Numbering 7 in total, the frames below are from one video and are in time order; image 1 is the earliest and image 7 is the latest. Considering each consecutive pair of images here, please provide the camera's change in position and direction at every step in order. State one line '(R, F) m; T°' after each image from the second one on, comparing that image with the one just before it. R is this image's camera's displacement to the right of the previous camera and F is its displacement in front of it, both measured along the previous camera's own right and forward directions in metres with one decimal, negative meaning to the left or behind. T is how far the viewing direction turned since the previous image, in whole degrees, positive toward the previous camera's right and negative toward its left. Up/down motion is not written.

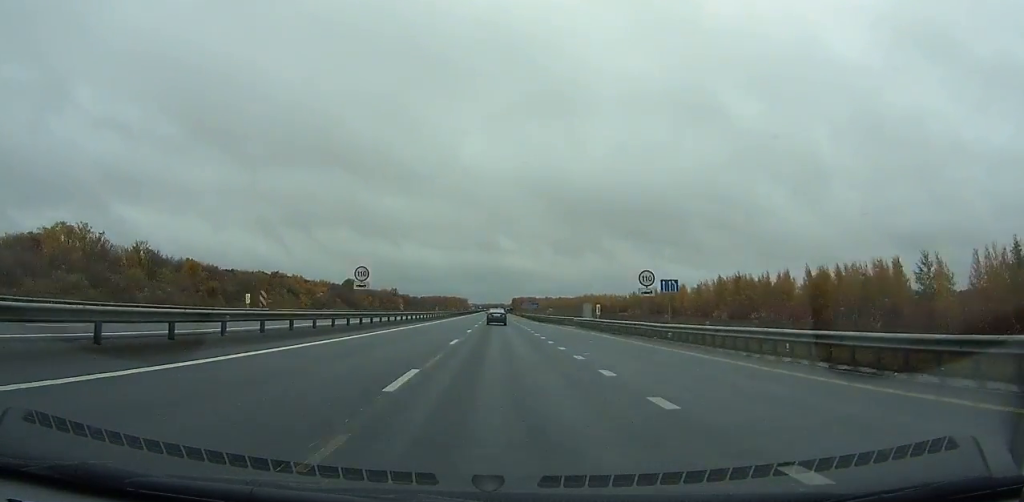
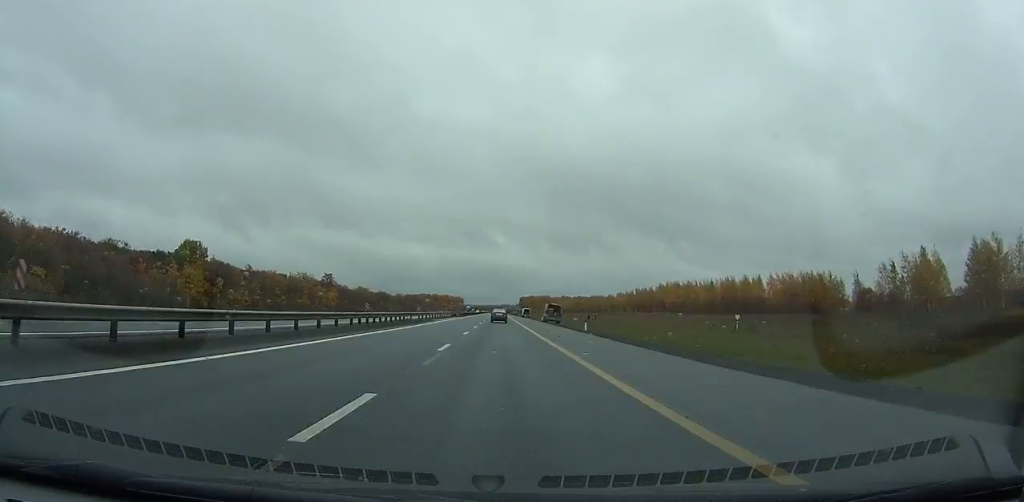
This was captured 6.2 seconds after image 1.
(-1.6, +188.6) m; 0°
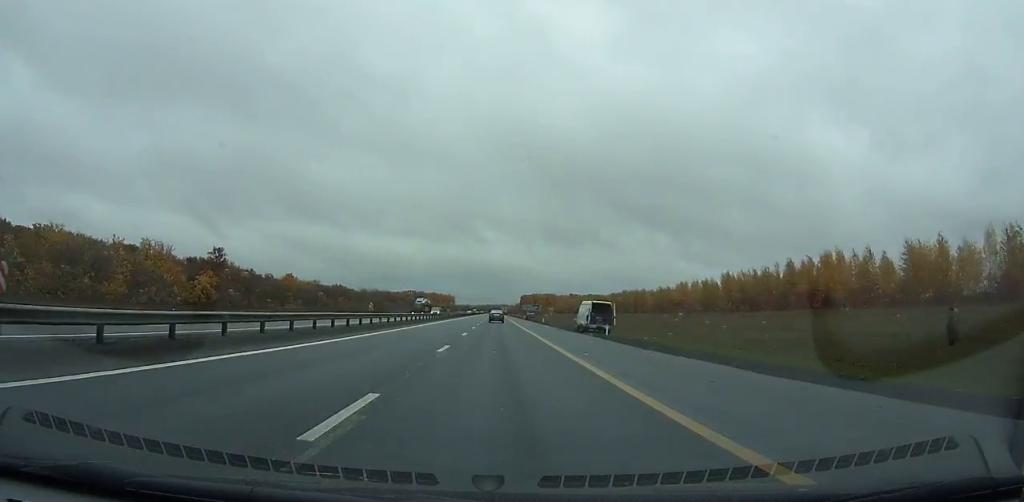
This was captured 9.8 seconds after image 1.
(+0.5, +109.6) m; 0°
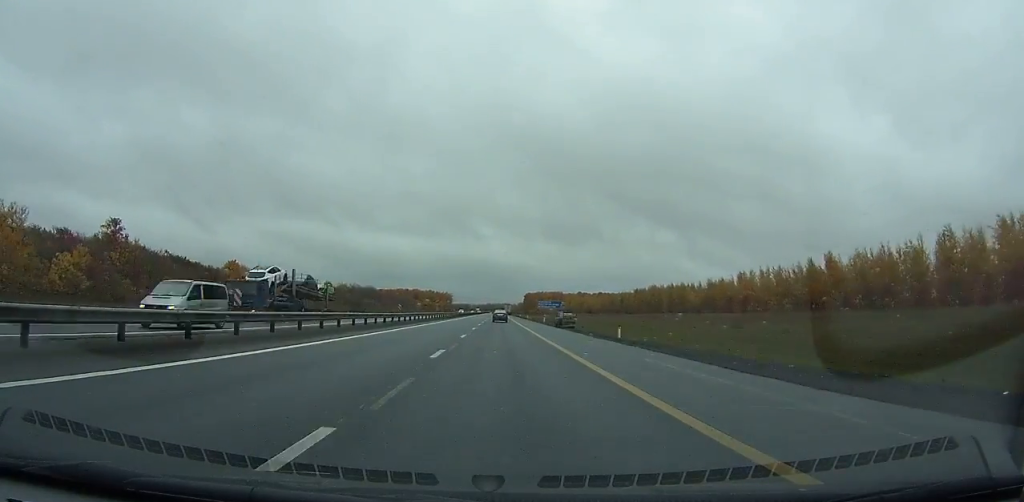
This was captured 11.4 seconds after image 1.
(+0.1, +49.1) m; 0°
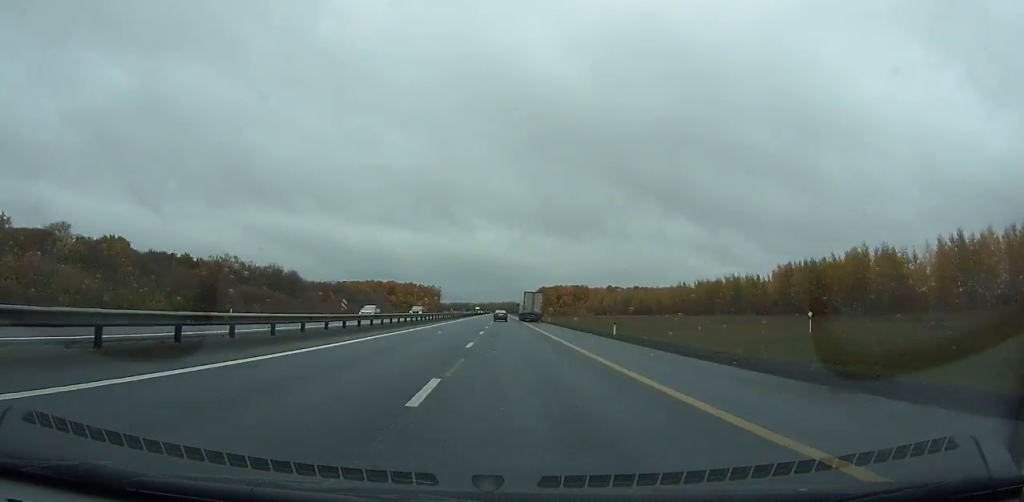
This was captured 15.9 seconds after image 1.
(-0.3, +140.8) m; 0°
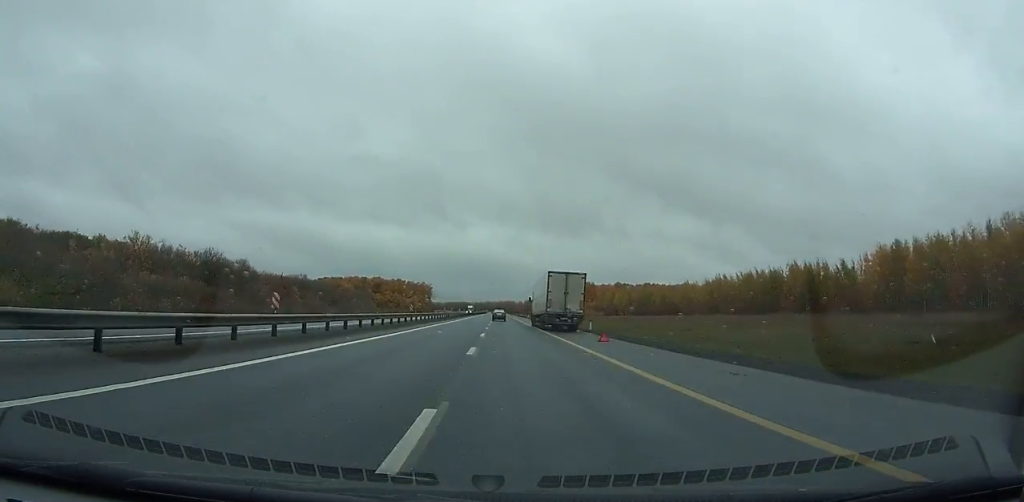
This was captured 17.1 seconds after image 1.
(-0.1, +38.0) m; 0°
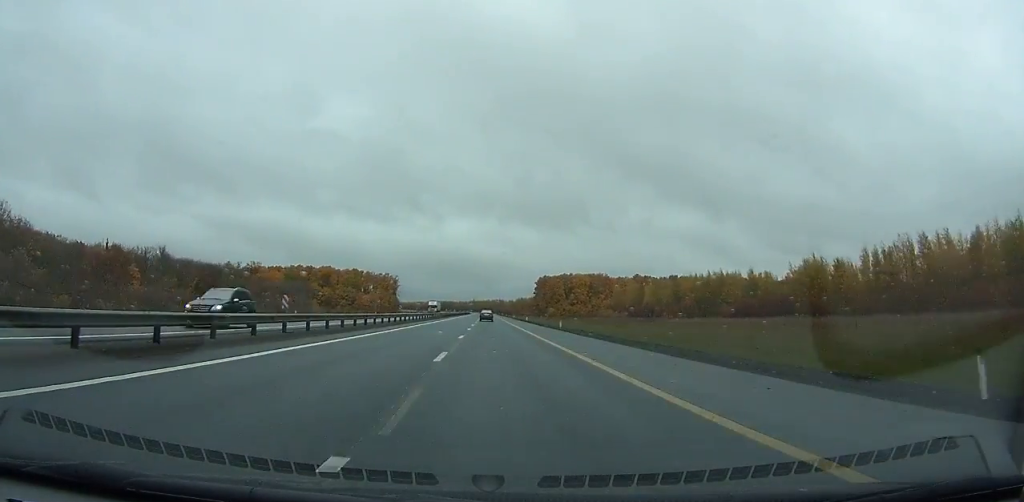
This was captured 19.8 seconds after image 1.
(+0.3, +87.5) m; 0°
